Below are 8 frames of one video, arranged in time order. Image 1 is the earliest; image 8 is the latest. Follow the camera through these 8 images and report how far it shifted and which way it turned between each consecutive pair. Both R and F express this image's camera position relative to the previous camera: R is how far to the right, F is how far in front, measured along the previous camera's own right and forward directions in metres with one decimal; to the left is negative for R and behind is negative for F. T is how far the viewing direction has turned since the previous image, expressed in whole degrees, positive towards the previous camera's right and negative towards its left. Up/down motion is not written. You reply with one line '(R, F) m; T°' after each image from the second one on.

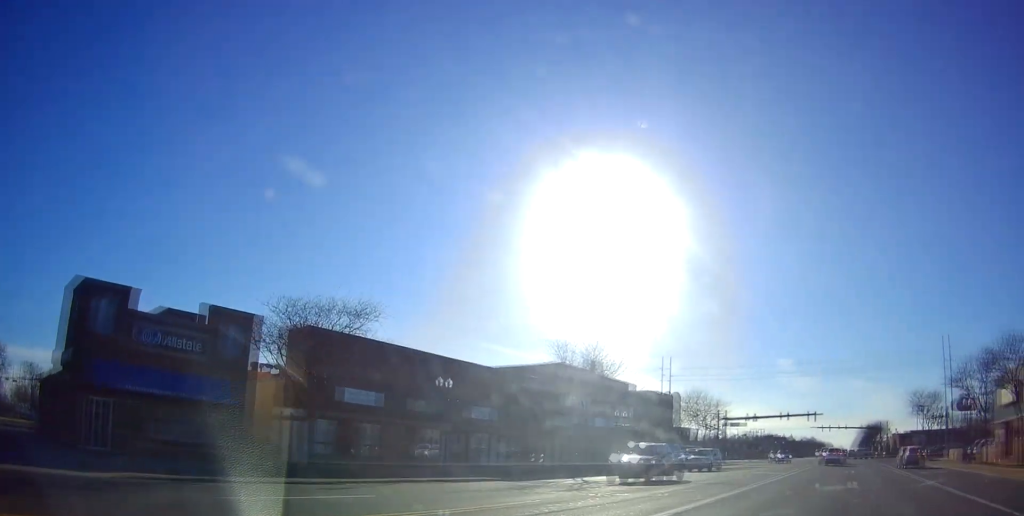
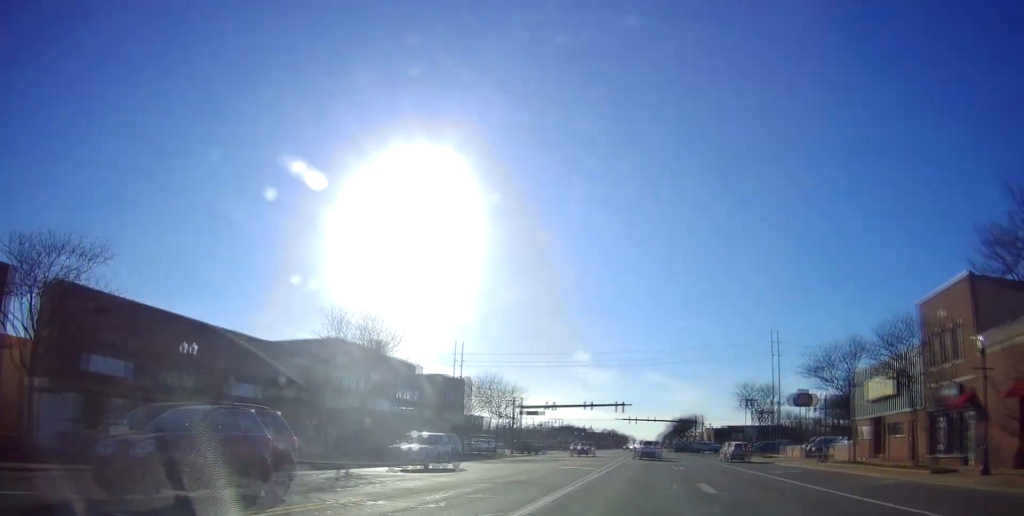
(+0.4, +6.0) m; +7°
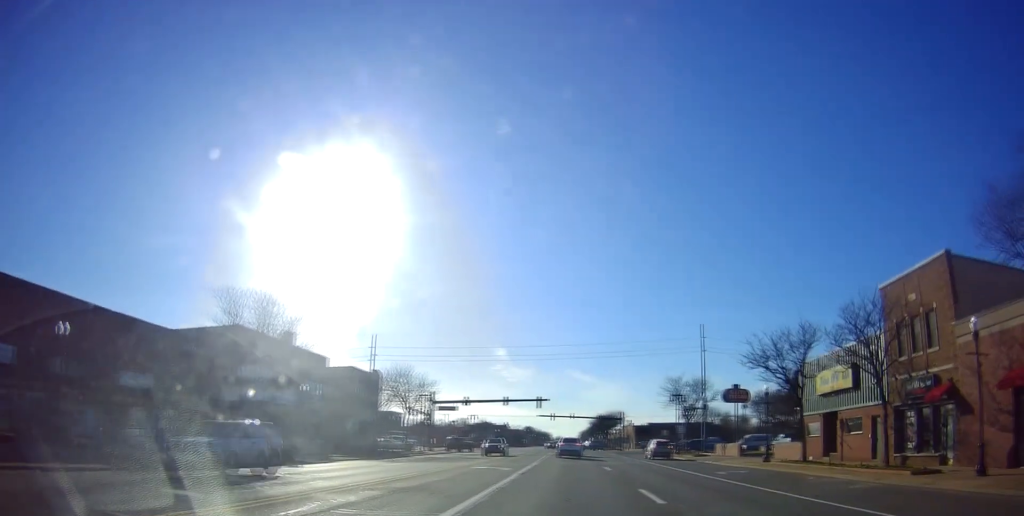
(-0.1, +3.9) m; +3°
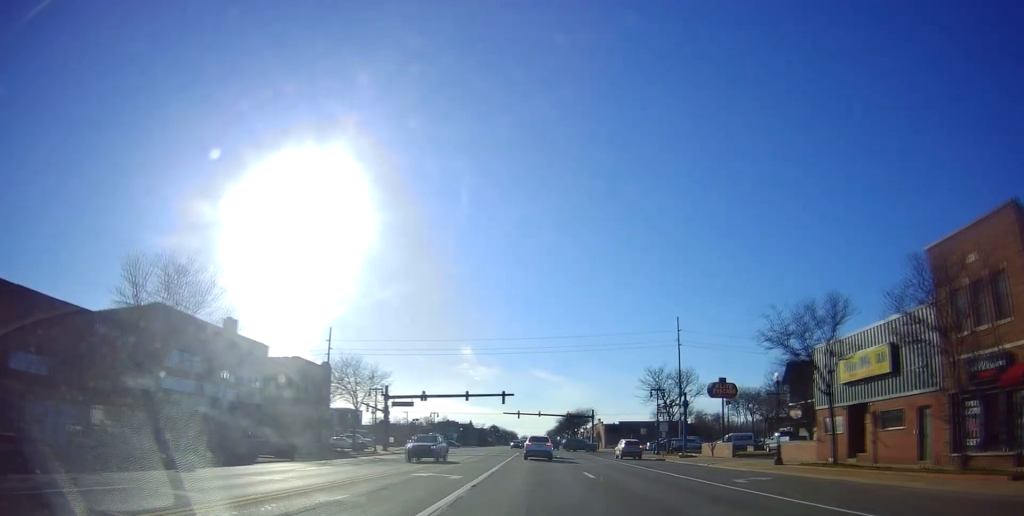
(+0.5, +7.0) m; +6°
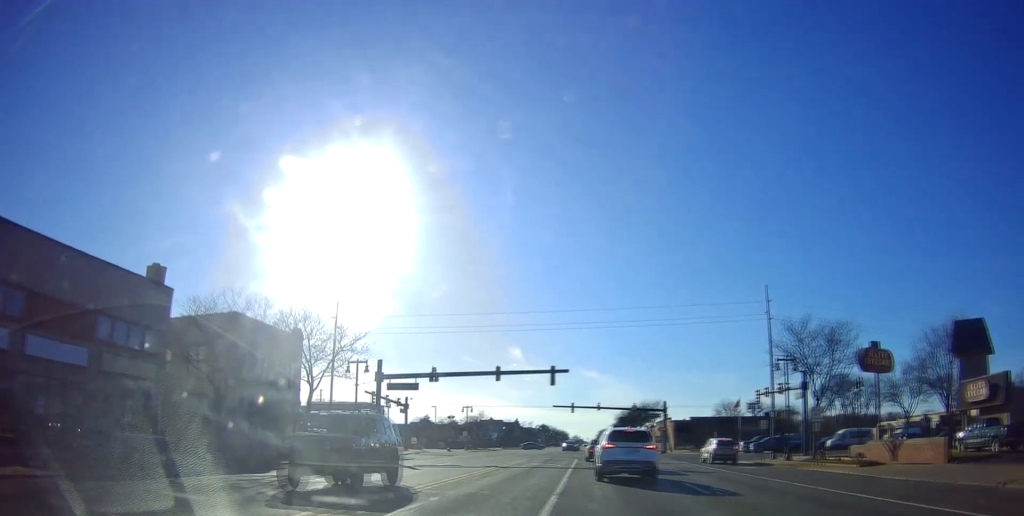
(+0.3, +23.0) m; -4°
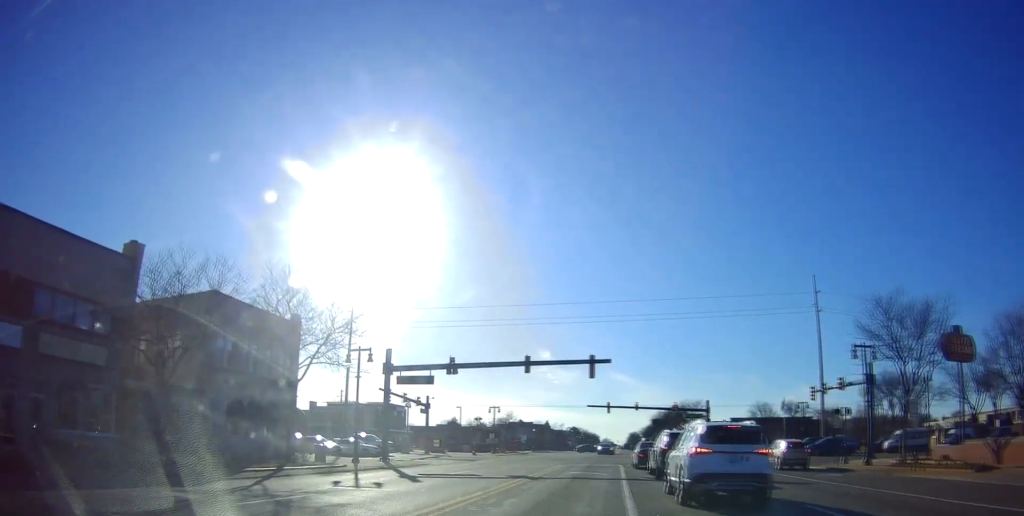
(-0.2, +7.3) m; -2°
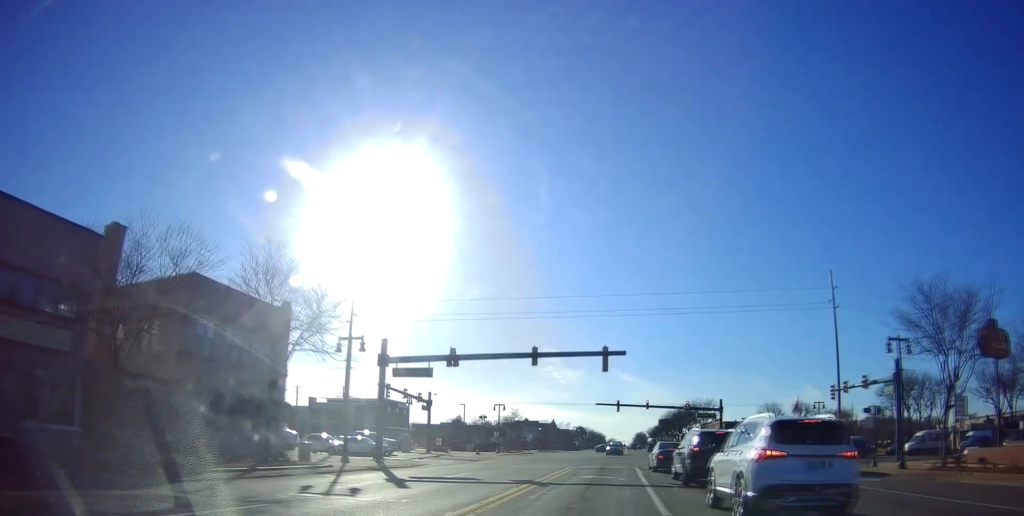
(0.0, +3.5) m; 0°
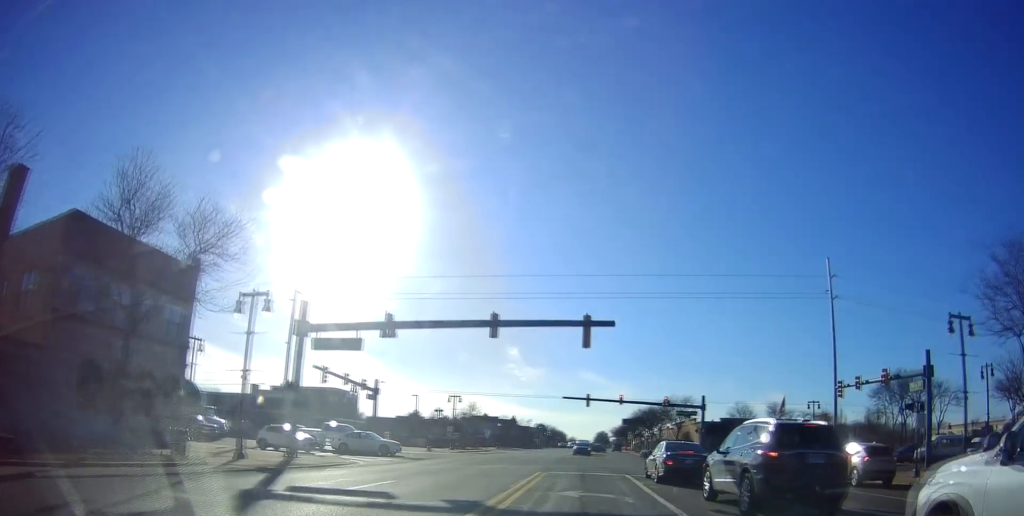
(+0.1, +9.1) m; +5°
